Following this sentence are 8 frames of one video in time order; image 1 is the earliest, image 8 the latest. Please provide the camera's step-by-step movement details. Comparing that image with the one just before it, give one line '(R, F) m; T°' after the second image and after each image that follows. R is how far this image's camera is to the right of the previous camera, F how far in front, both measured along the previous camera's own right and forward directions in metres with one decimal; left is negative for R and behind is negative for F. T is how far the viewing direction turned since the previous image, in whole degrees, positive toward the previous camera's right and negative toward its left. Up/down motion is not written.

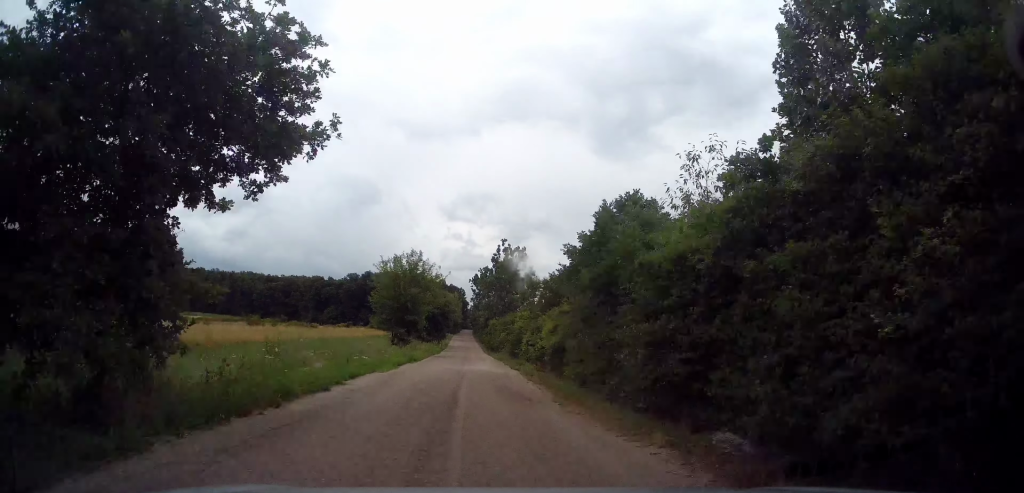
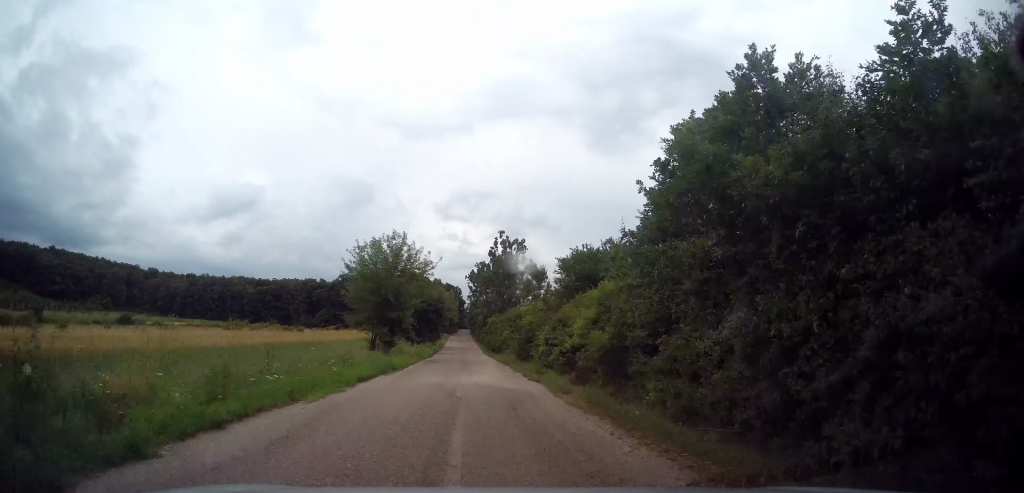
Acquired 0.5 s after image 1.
(-0.3, +8.1) m; 0°
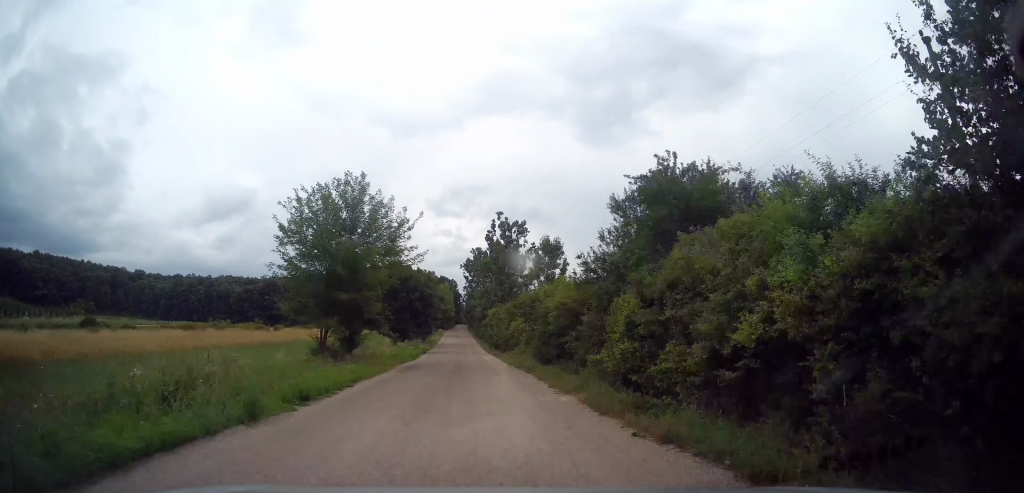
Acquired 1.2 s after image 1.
(0.0, +12.0) m; +1°
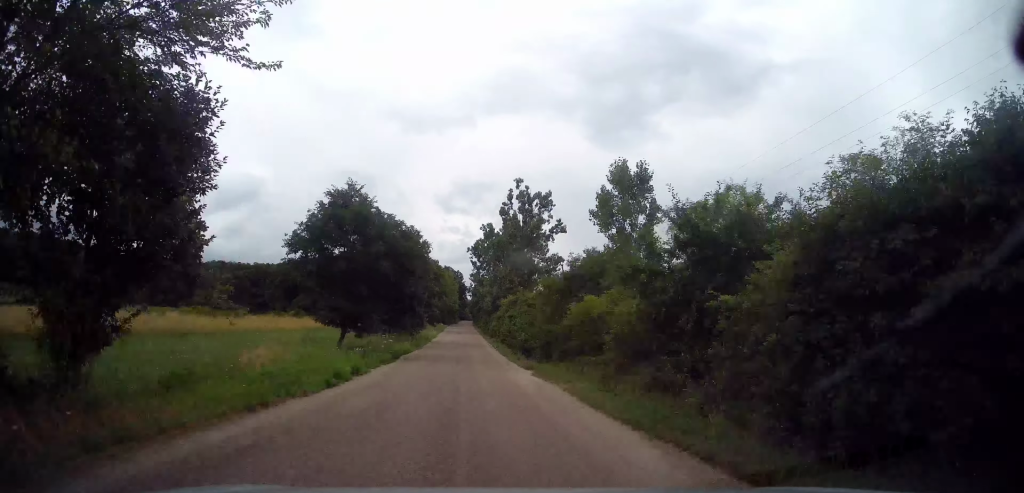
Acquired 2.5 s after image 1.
(+0.3, +20.3) m; 0°
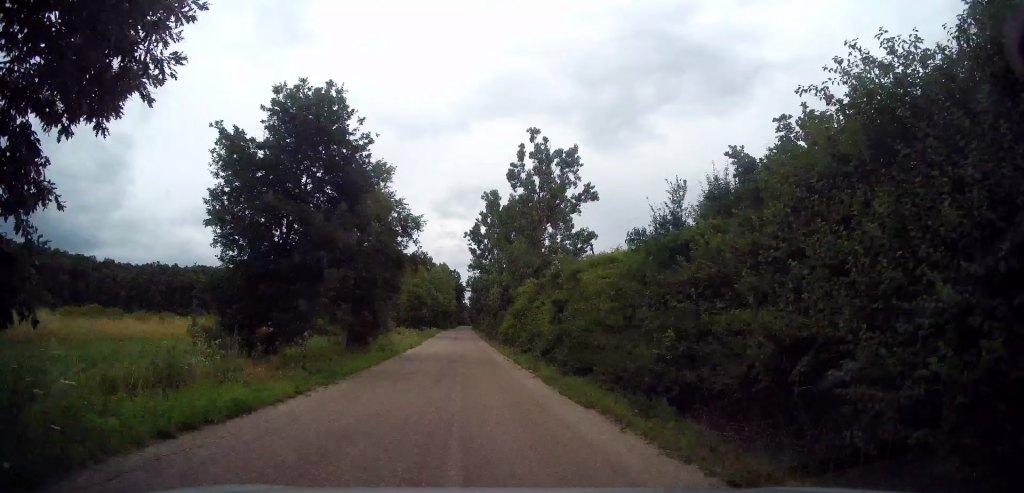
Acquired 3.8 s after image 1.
(-0.1, +21.5) m; +1°
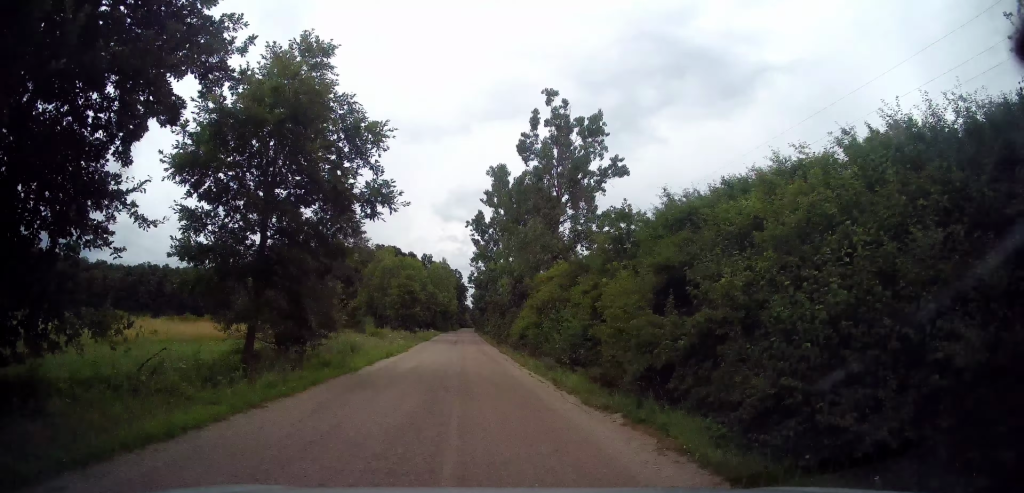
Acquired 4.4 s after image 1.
(+0.1, +10.5) m; -1°
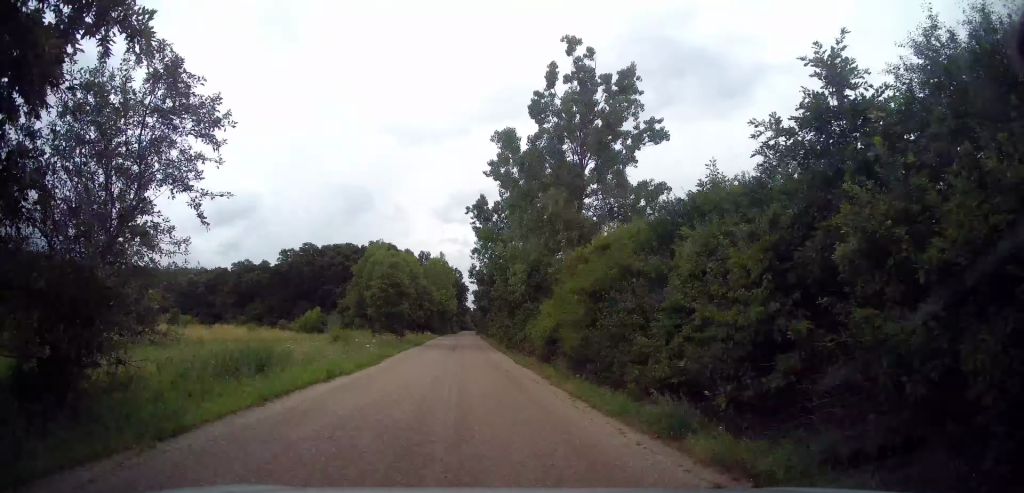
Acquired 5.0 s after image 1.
(+0.1, +9.9) m; -1°
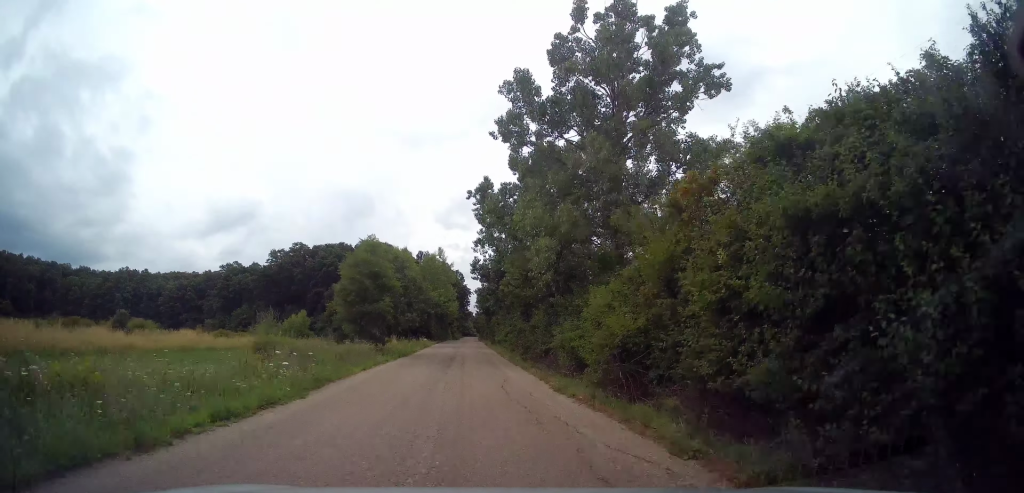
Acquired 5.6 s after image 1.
(-0.4, +9.8) m; 0°
